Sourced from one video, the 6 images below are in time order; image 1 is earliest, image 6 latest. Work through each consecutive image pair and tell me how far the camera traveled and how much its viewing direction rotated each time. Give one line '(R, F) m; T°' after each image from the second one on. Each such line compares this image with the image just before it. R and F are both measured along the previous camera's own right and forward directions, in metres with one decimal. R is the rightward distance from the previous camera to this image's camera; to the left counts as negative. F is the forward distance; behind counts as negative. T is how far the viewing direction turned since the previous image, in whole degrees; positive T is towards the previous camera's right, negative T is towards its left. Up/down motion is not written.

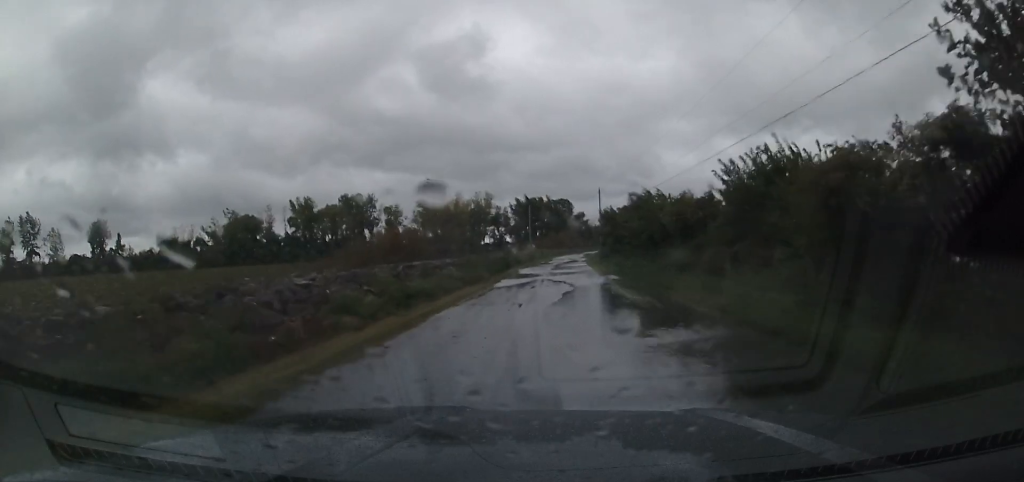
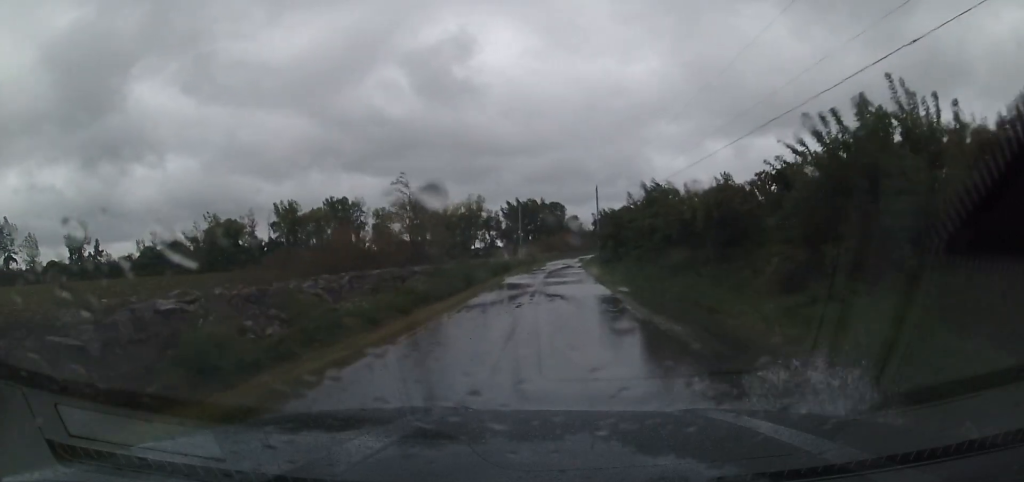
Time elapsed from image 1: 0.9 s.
(0.0, +6.5) m; 0°
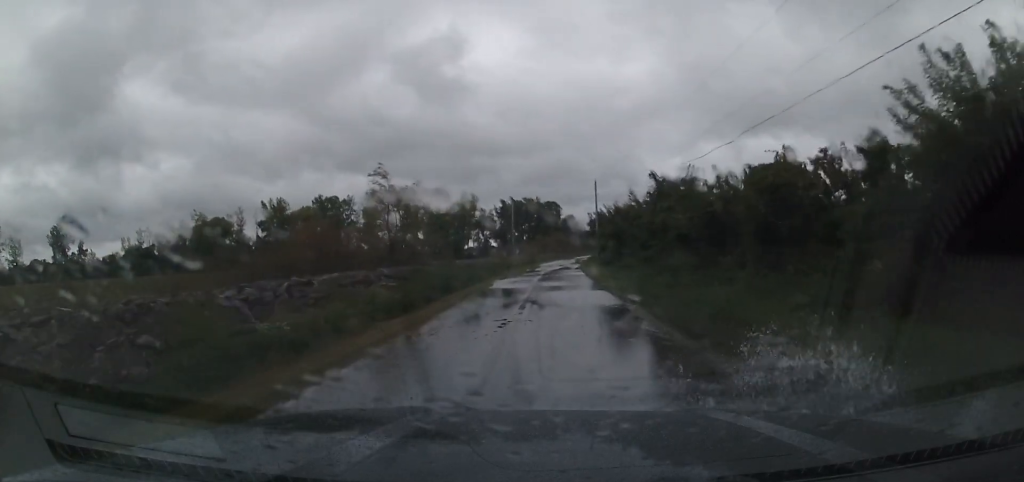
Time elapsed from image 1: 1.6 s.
(0.0, +4.7) m; -1°
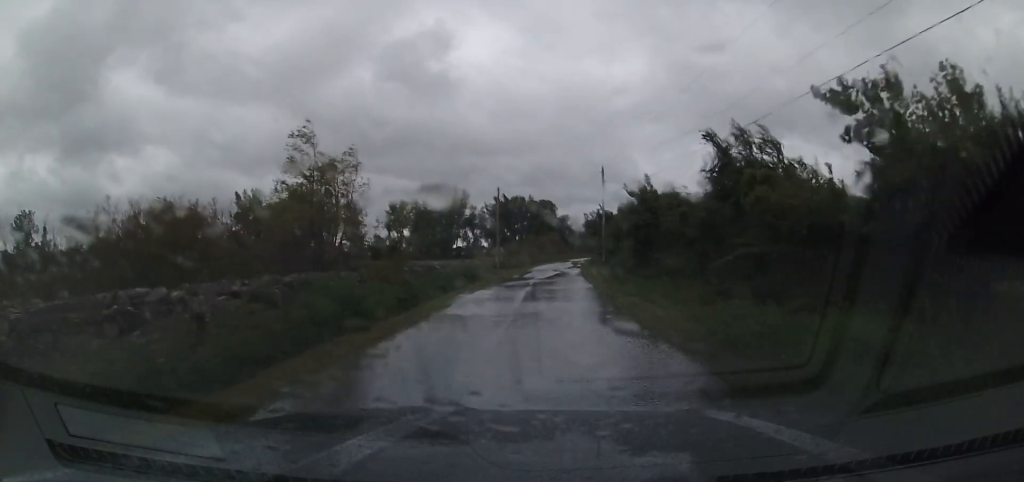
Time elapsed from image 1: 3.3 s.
(0.0, +11.8) m; +1°
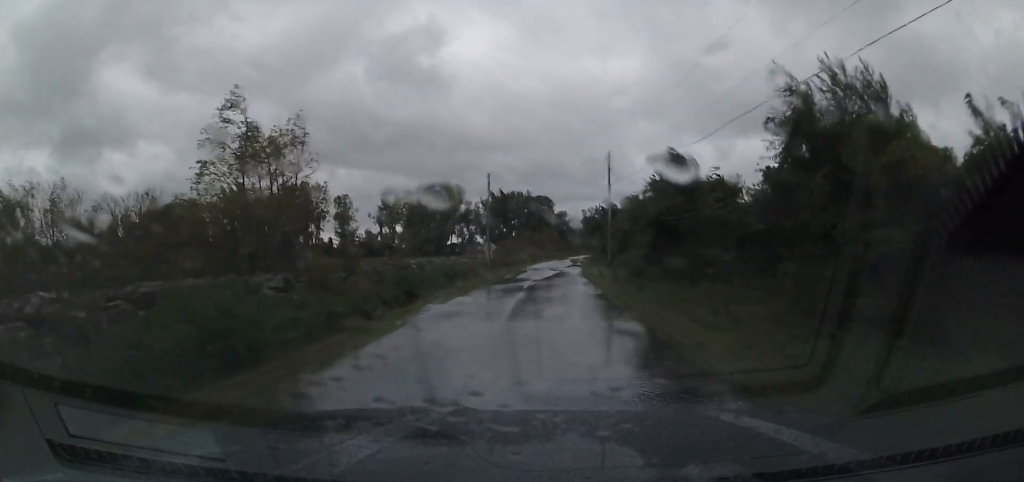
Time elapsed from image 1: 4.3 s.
(+0.1, +6.0) m; +1°
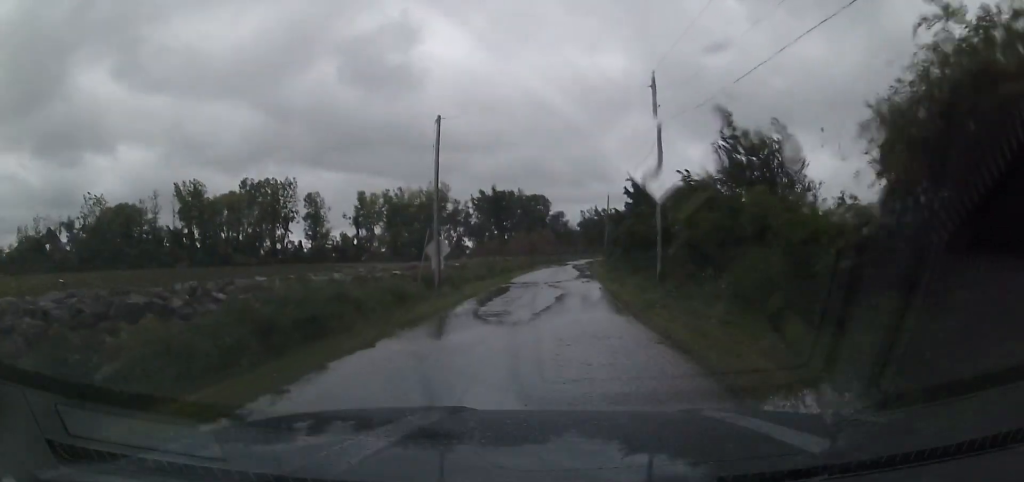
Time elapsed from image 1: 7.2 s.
(+0.2, +18.5) m; +1°
